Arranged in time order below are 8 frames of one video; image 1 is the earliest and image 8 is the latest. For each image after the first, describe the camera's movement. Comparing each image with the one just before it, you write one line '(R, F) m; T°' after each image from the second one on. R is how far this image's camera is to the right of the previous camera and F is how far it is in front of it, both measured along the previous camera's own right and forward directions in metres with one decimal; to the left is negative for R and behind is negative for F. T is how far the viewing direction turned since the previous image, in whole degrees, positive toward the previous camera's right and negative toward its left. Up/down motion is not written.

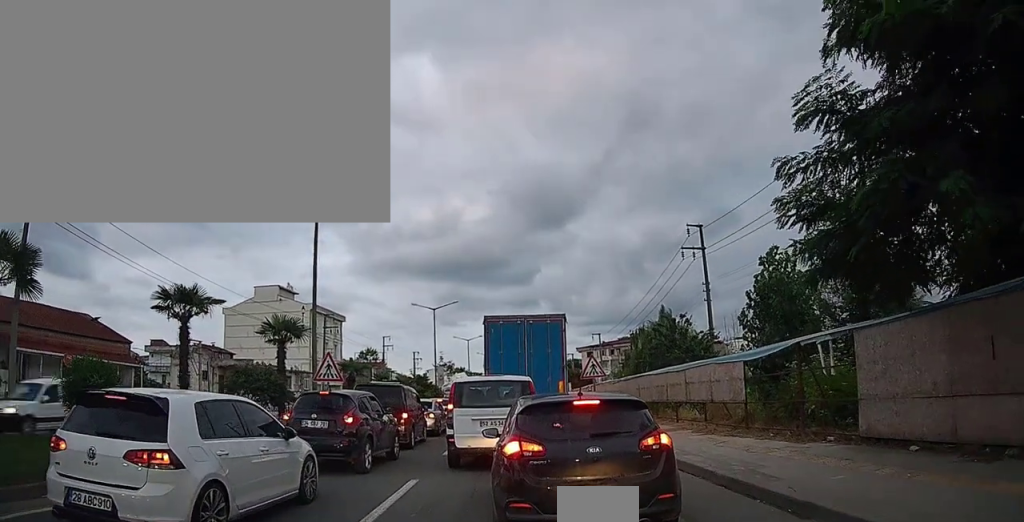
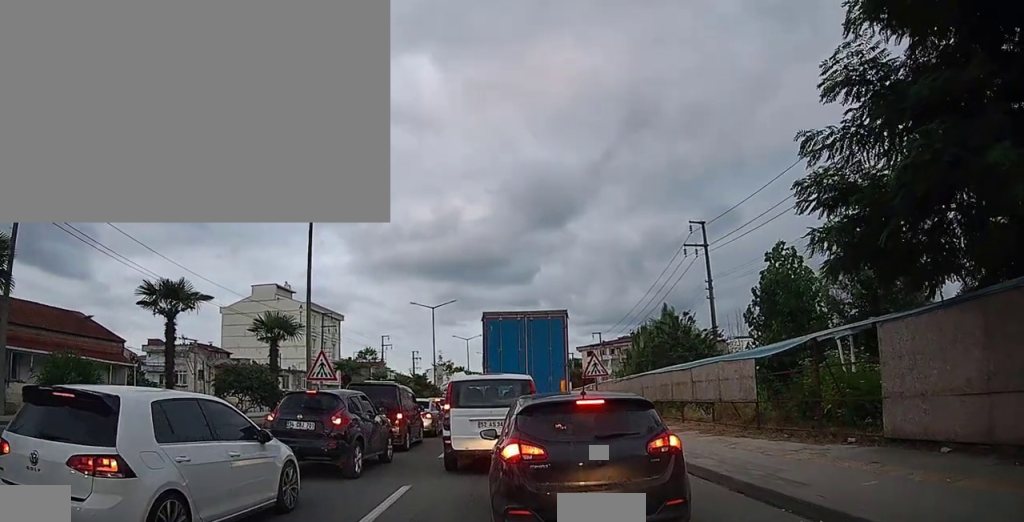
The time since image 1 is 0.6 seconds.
(+0.1, +0.8) m; 0°
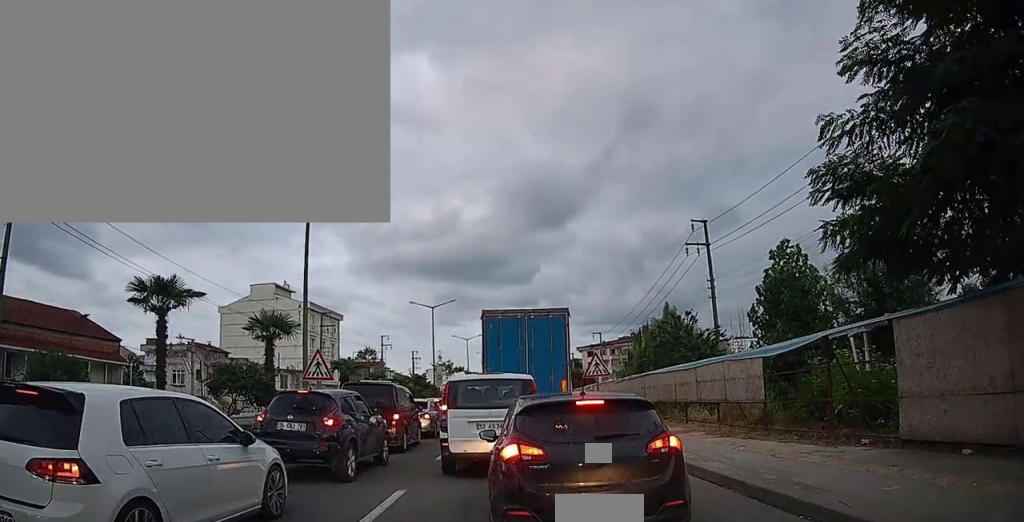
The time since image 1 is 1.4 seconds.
(-0.1, +0.6) m; 0°
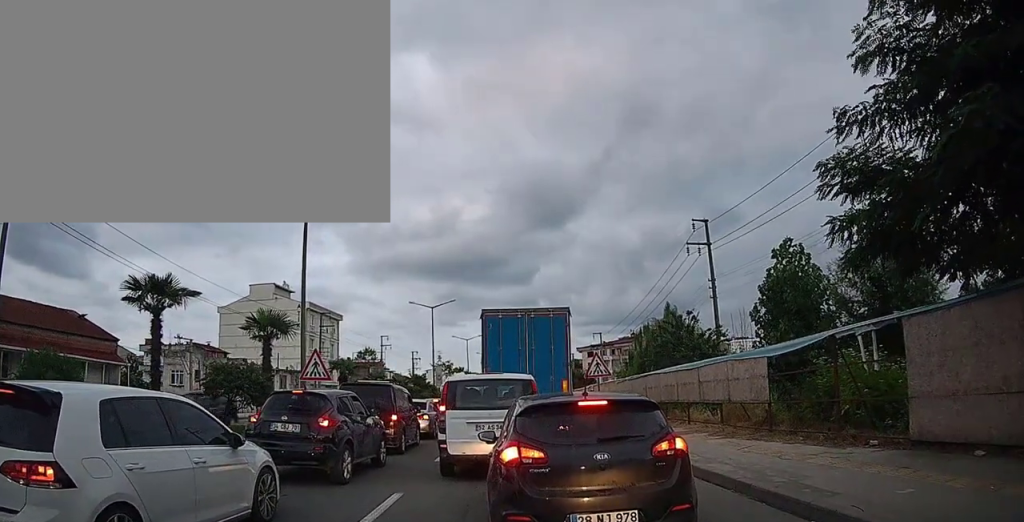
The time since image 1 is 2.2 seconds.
(-0.1, +0.1) m; 0°
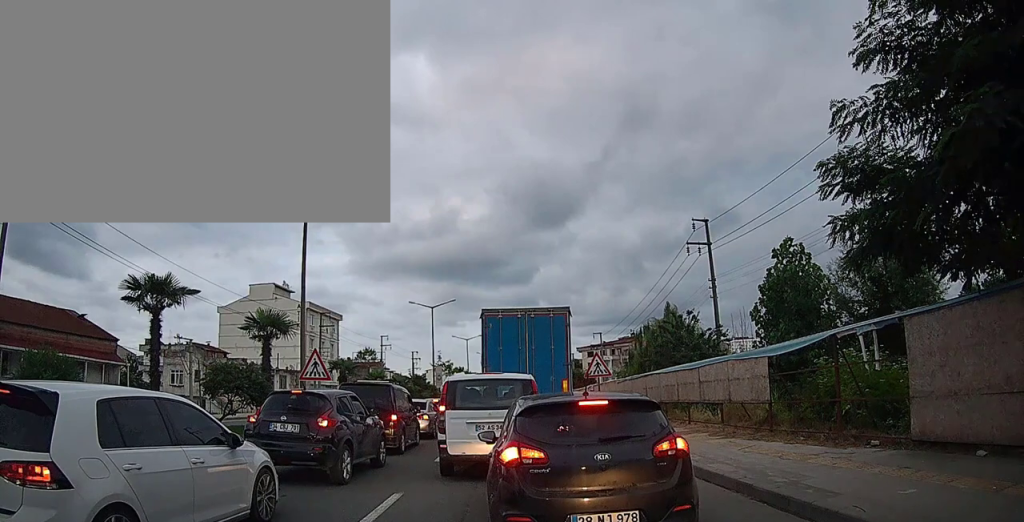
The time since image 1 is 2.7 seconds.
(0.0, 0.0) m; 0°
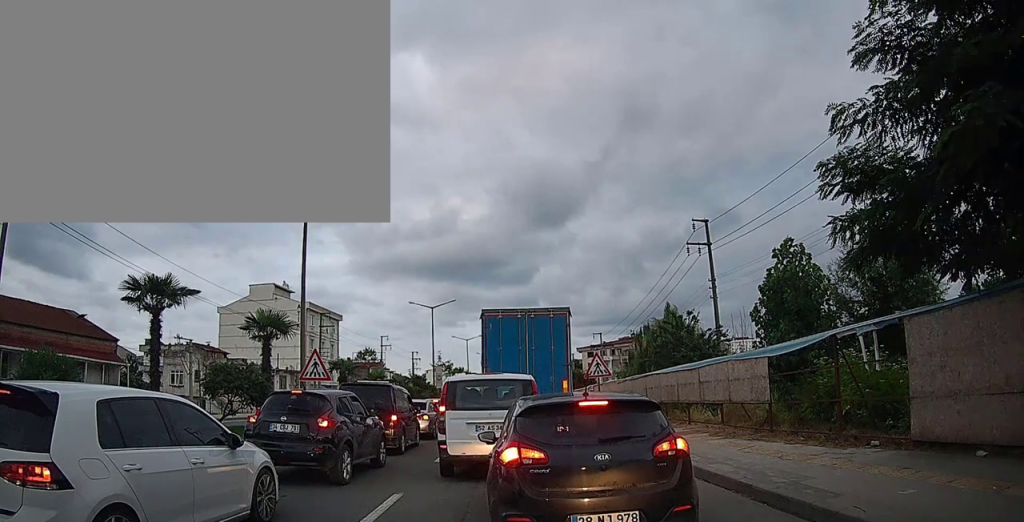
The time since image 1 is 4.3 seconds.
(0.0, 0.0) m; 0°
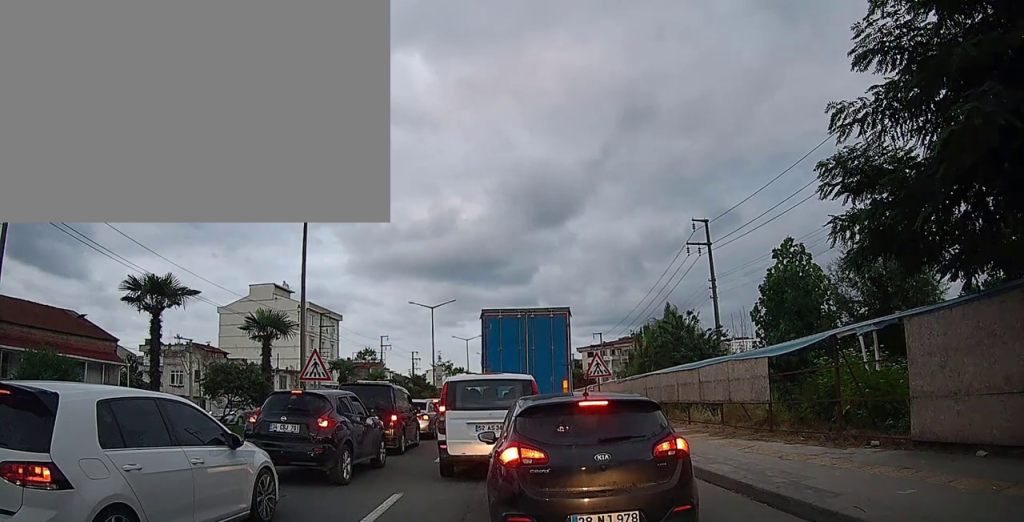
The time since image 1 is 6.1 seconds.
(0.0, 0.0) m; 0°
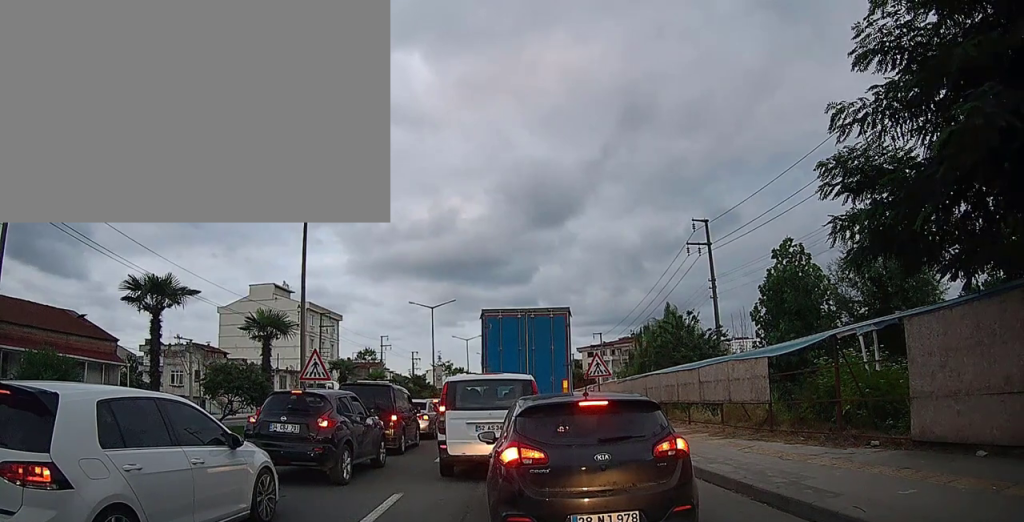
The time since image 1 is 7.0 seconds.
(0.0, 0.0) m; 0°
